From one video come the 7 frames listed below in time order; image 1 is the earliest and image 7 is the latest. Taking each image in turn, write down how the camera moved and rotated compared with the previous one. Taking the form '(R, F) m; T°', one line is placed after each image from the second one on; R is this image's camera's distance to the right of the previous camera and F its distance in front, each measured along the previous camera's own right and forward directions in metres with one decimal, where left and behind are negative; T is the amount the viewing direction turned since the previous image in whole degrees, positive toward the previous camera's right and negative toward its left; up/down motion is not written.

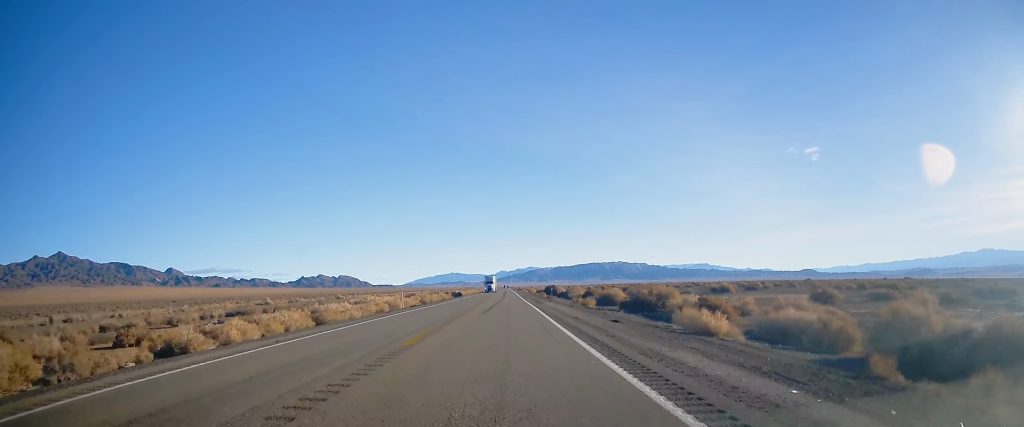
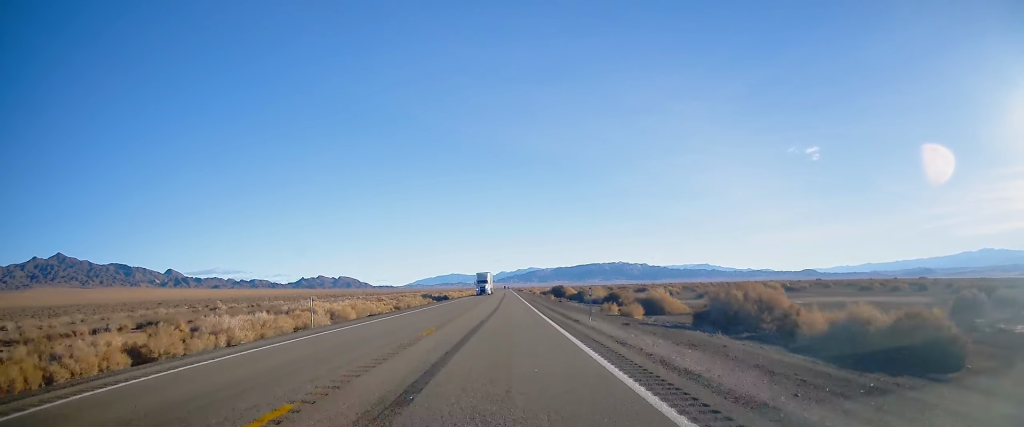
(-0.4, +21.1) m; 0°
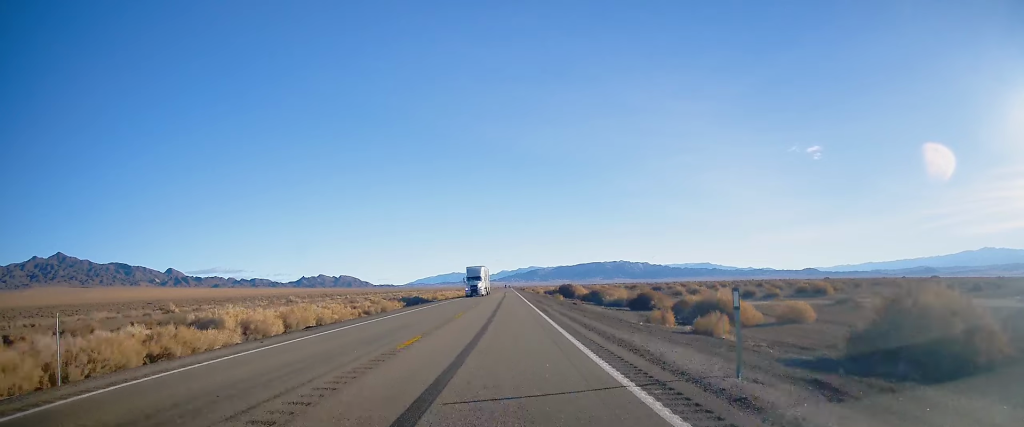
(+0.1, +15.3) m; 0°
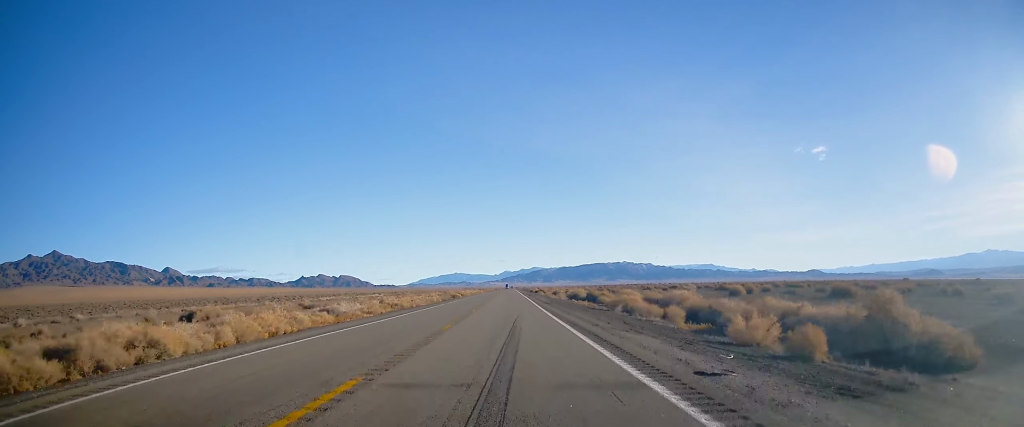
(+0.4, +128.5) m; 0°
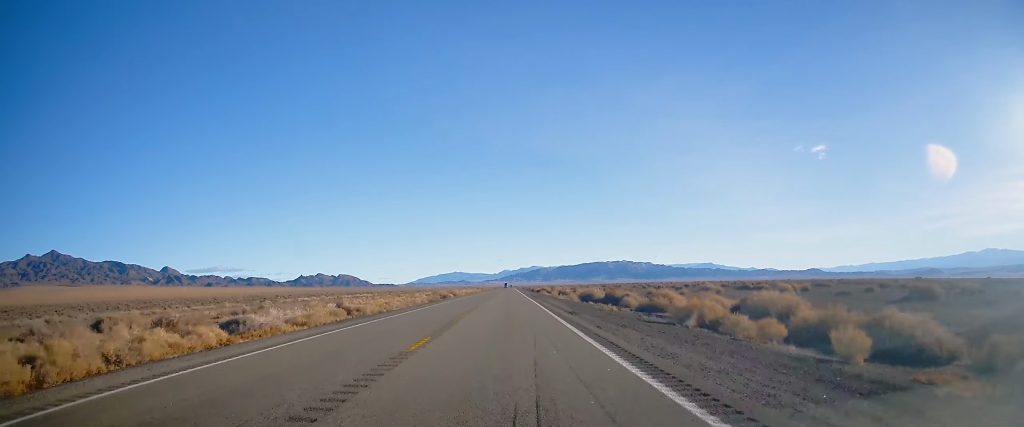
(-0.2, +17.8) m; 0°
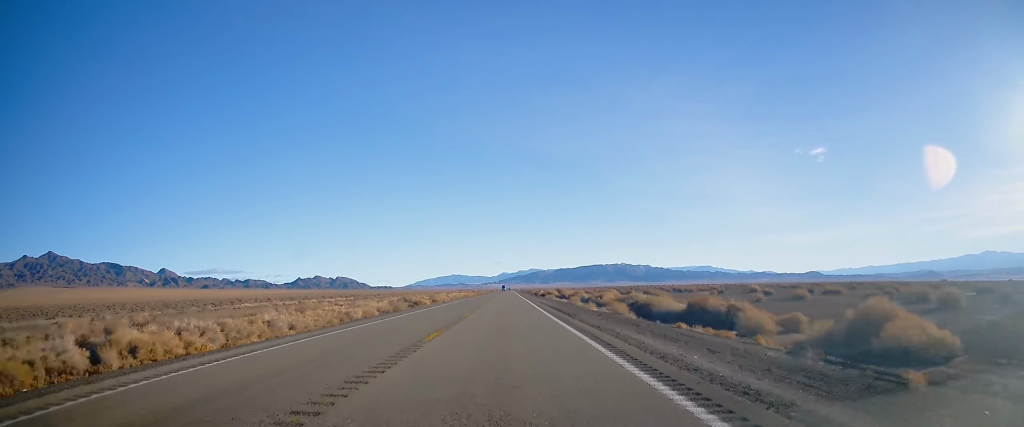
(-0.2, +34.2) m; 0°
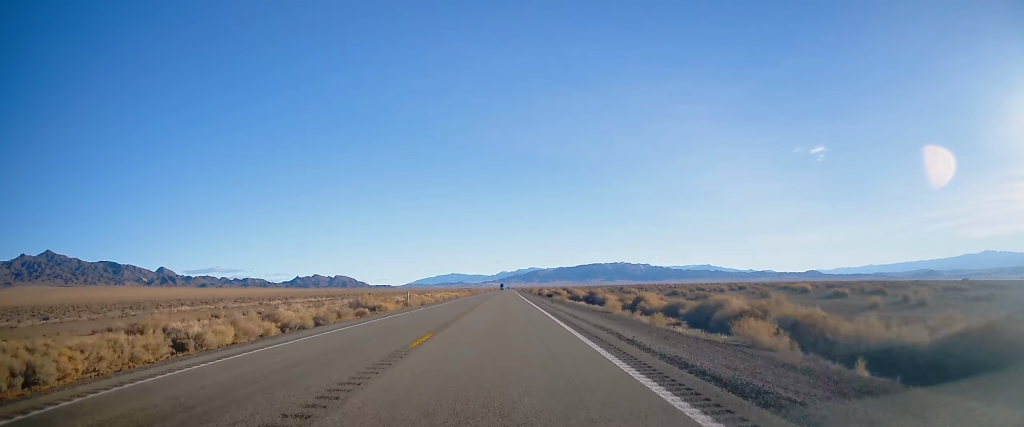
(0.0, +25.9) m; 0°
